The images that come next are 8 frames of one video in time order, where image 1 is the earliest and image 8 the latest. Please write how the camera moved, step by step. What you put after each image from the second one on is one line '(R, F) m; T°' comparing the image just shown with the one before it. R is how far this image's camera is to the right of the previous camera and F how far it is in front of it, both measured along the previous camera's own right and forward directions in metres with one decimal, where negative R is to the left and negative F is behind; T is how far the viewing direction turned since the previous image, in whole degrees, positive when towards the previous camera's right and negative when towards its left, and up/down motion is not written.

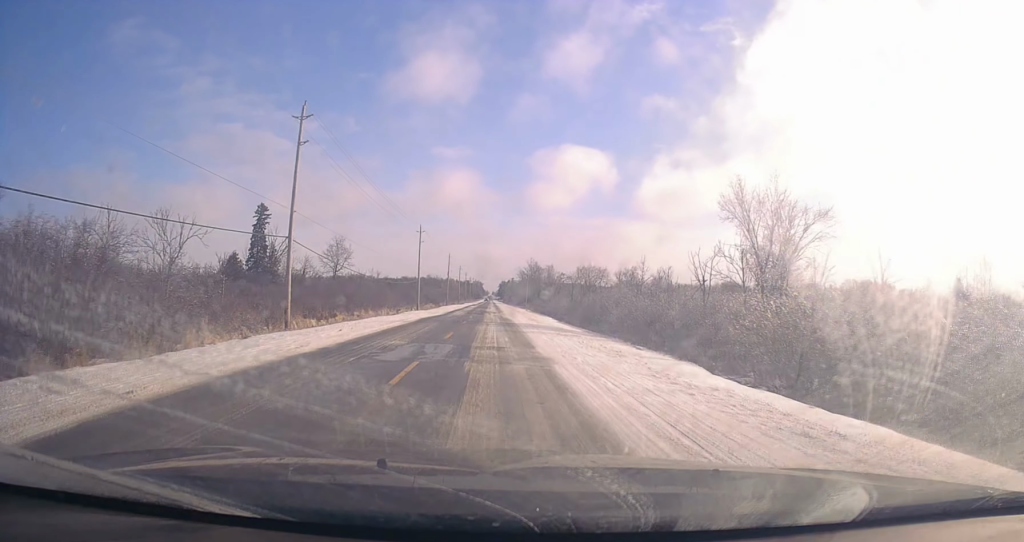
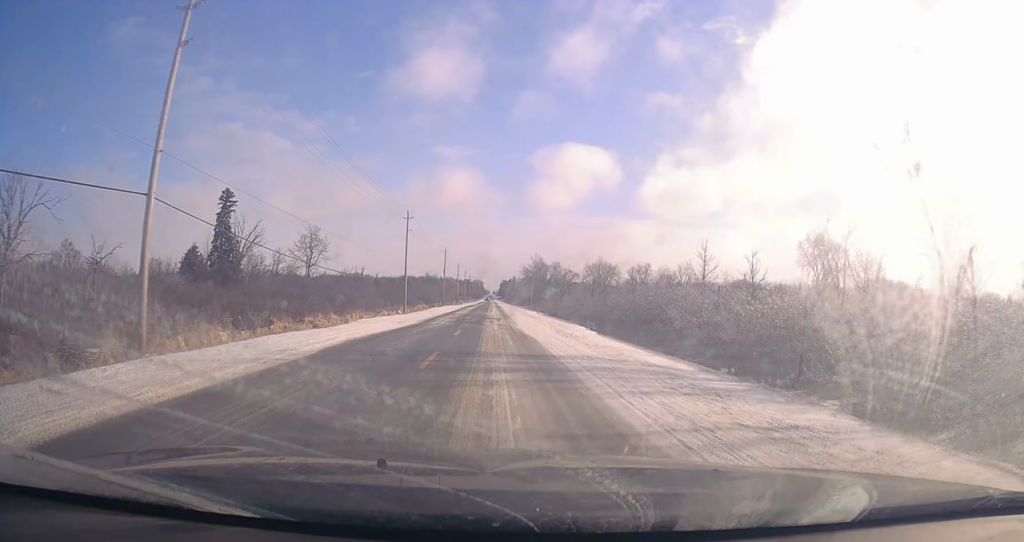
(+0.6, +17.9) m; +1°
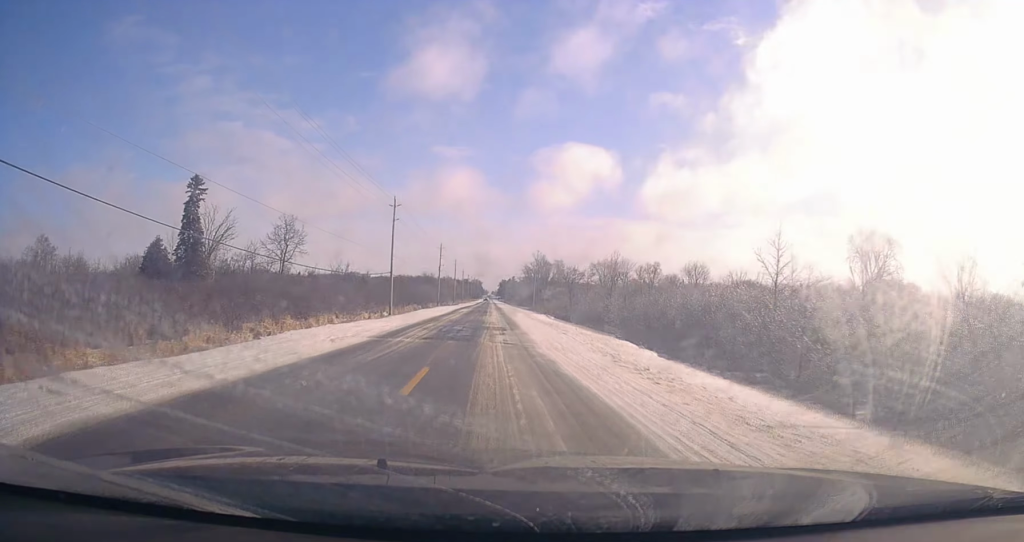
(-0.3, +12.1) m; -1°
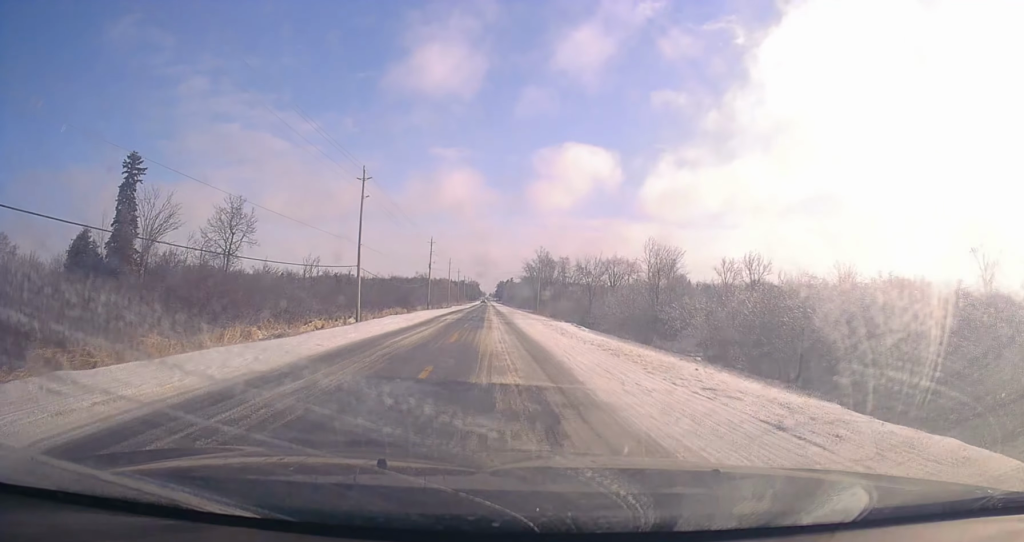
(-0.2, +18.4) m; 0°
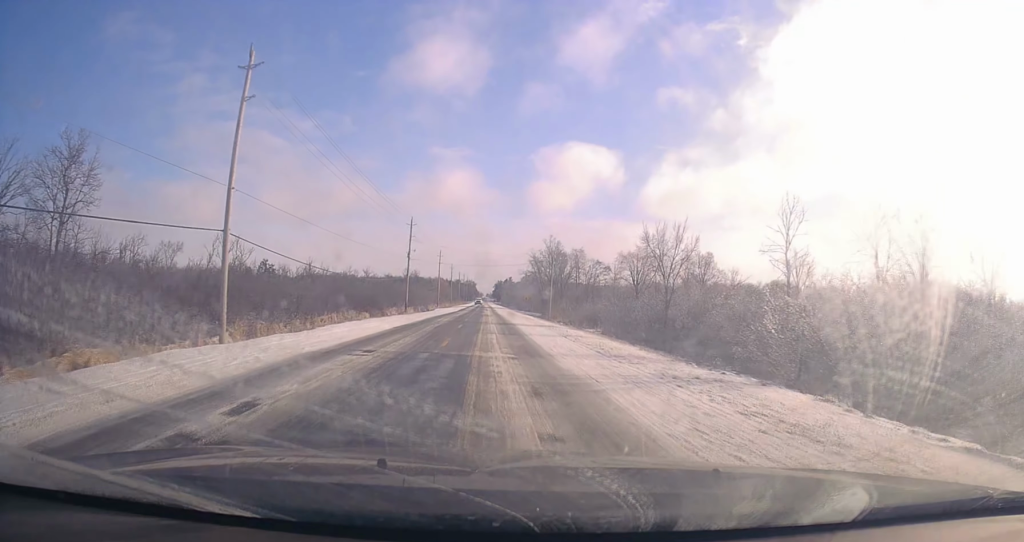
(+0.4, +31.1) m; +1°
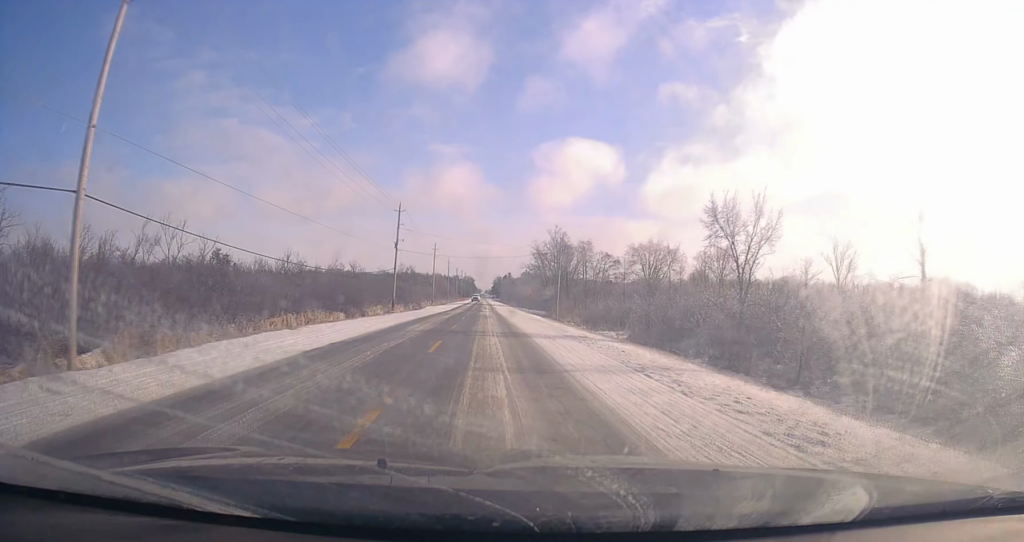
(+0.1, +11.7) m; 0°
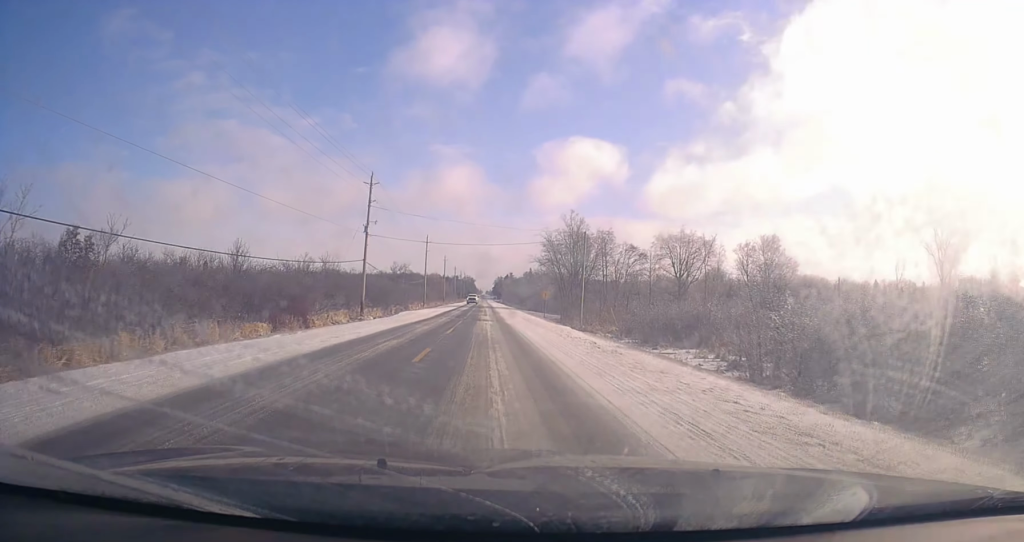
(-0.6, +21.6) m; 0°
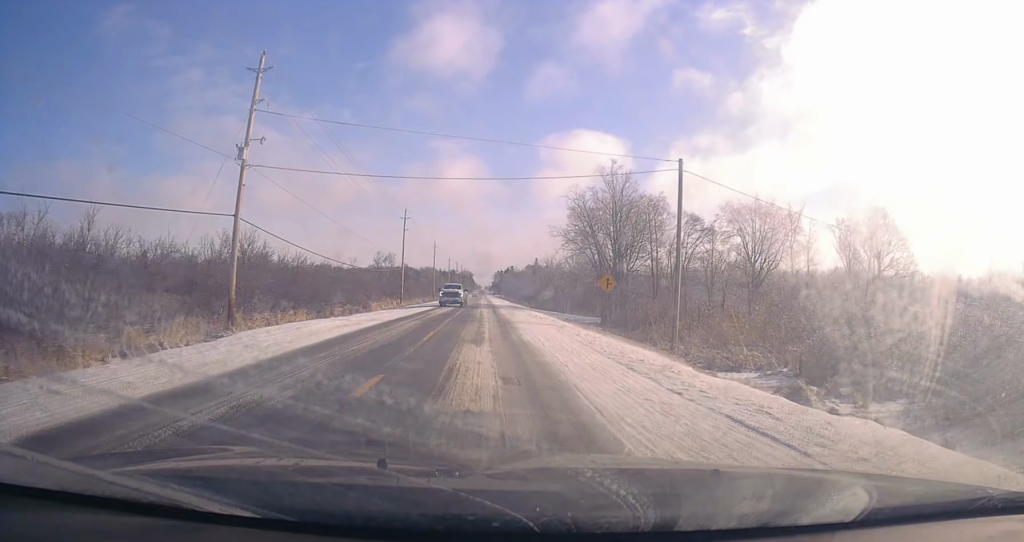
(+0.5, +34.1) m; 0°
